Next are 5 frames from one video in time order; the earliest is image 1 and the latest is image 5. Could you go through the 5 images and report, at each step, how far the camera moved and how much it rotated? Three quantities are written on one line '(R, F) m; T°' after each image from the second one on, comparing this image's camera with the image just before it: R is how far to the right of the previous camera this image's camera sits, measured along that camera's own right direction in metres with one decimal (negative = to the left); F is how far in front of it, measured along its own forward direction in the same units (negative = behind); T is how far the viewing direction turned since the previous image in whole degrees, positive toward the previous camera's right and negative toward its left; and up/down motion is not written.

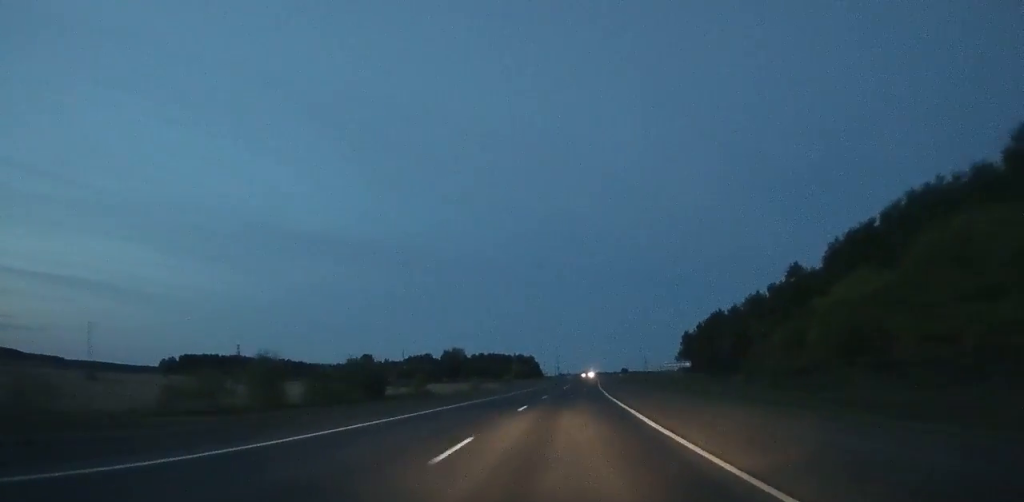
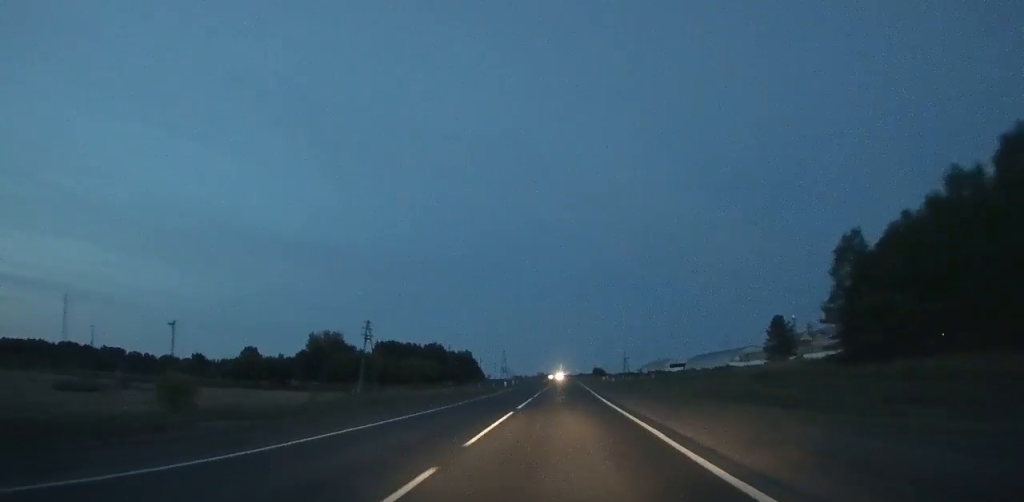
(+4.7, +104.8) m; +4°
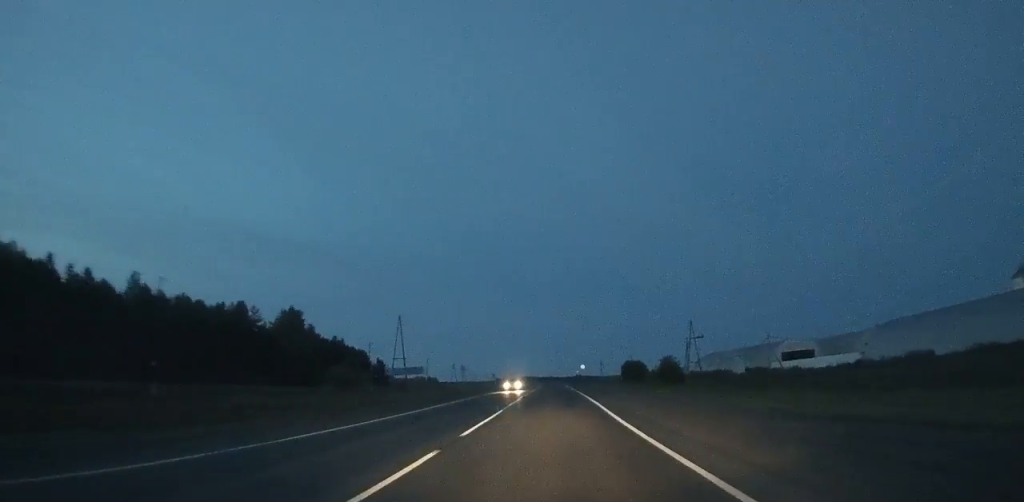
(+3.1, +164.8) m; +1°
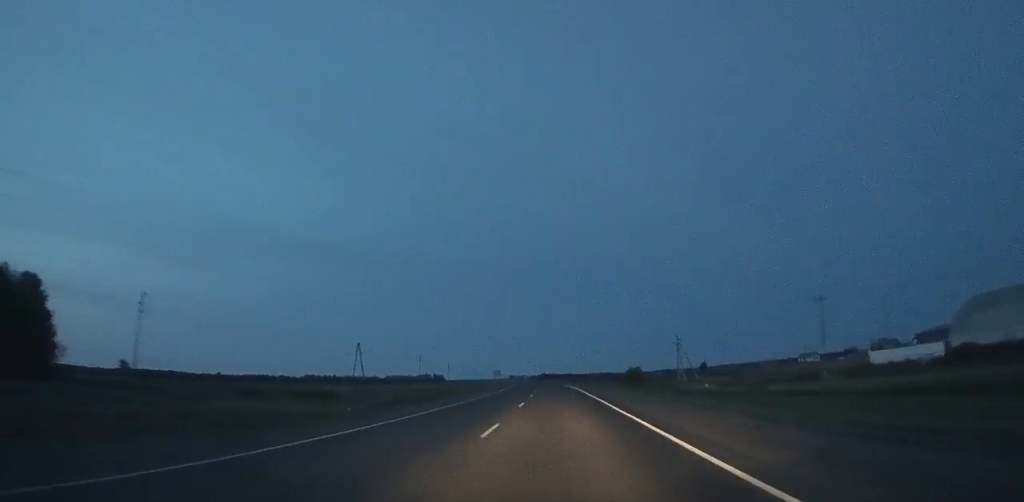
(-0.5, +124.3) m; -1°
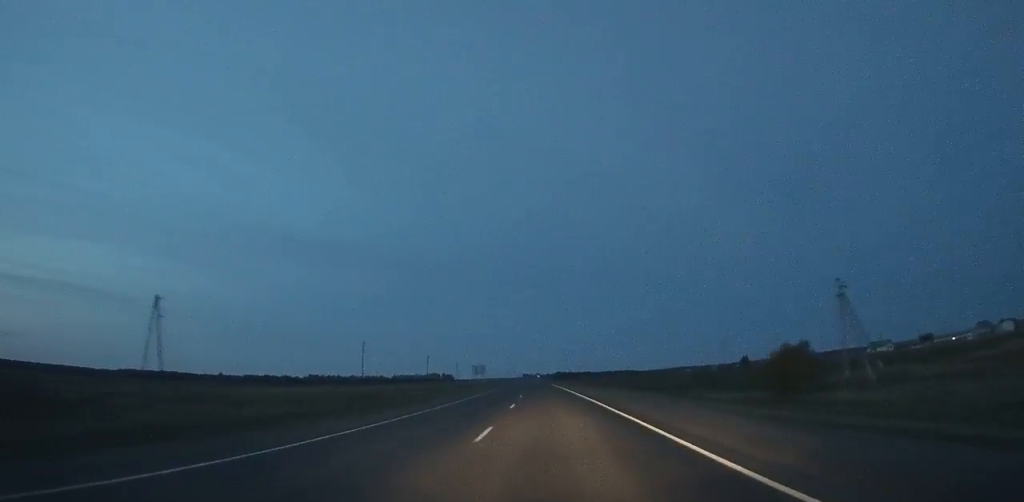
(-0.4, +60.2) m; -2°
